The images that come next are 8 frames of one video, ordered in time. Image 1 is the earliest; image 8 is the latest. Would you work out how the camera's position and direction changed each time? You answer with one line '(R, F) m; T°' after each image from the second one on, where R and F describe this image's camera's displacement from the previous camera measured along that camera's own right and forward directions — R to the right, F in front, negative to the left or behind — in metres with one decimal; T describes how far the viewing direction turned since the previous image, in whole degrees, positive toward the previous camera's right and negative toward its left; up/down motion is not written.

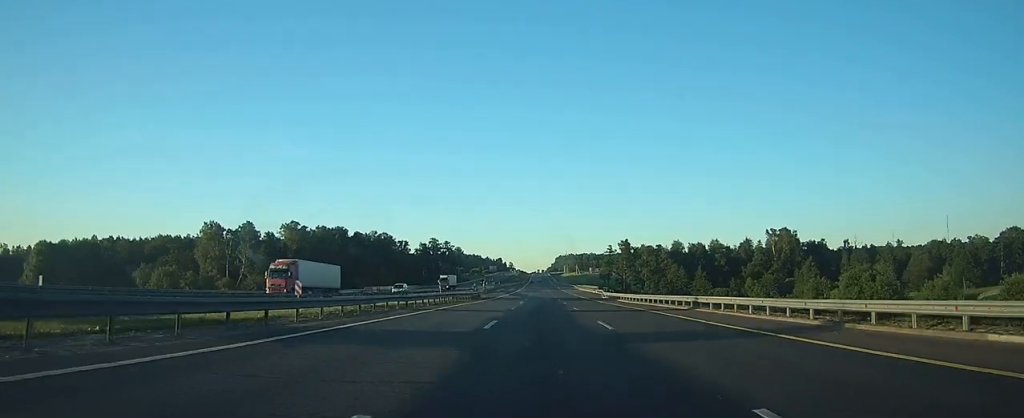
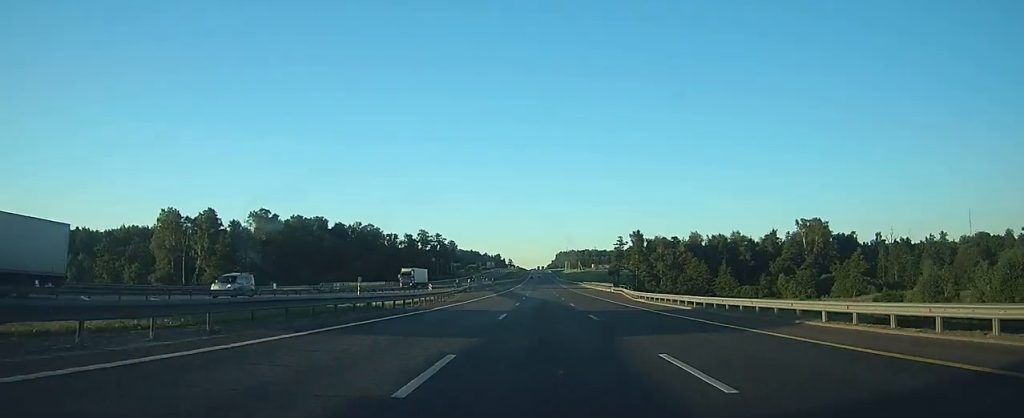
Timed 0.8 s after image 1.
(0.0, +26.9) m; 0°
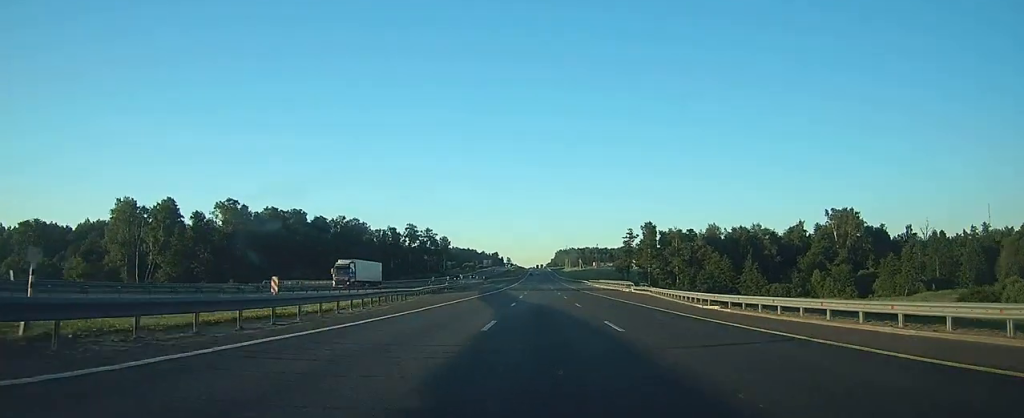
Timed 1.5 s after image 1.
(0.0, +22.5) m; 0°
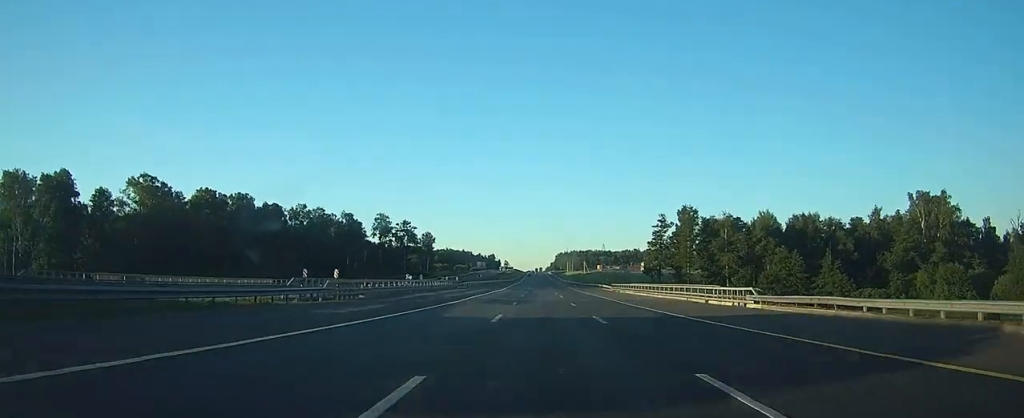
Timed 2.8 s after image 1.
(0.0, +44.0) m; 0°
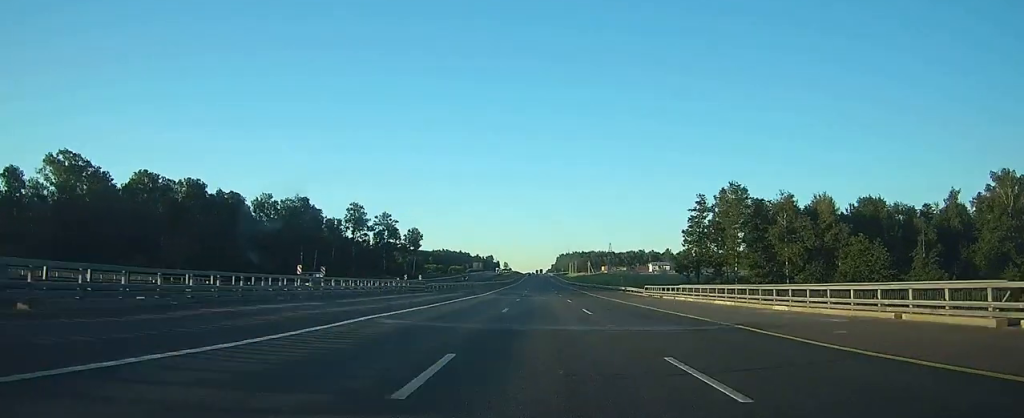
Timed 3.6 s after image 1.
(+0.1, +29.4) m; 0°
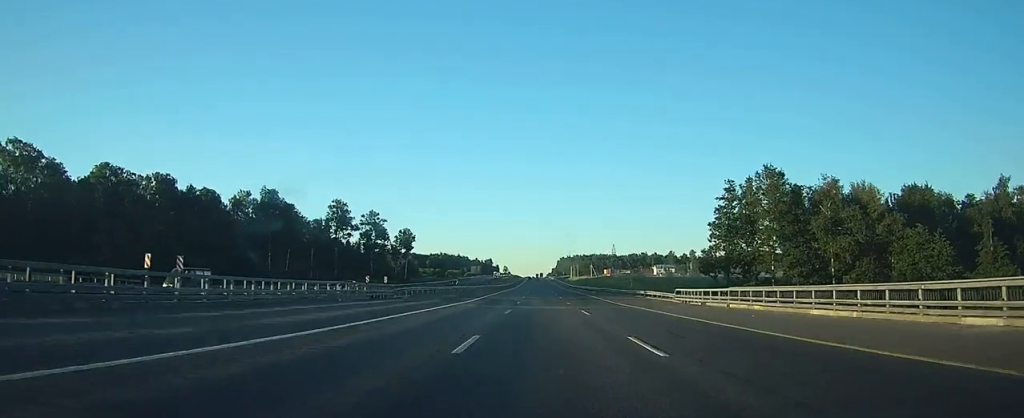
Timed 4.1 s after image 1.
(0.0, +14.7) m; 0°
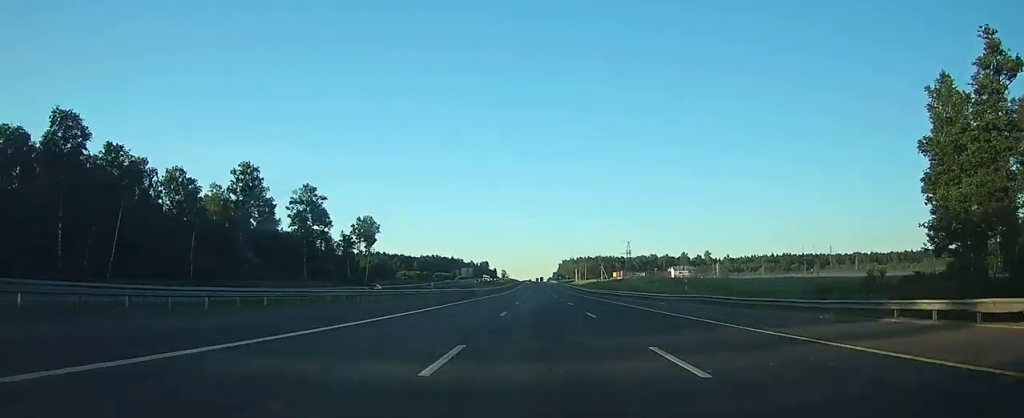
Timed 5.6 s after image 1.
(0.0, +50.9) m; 0°
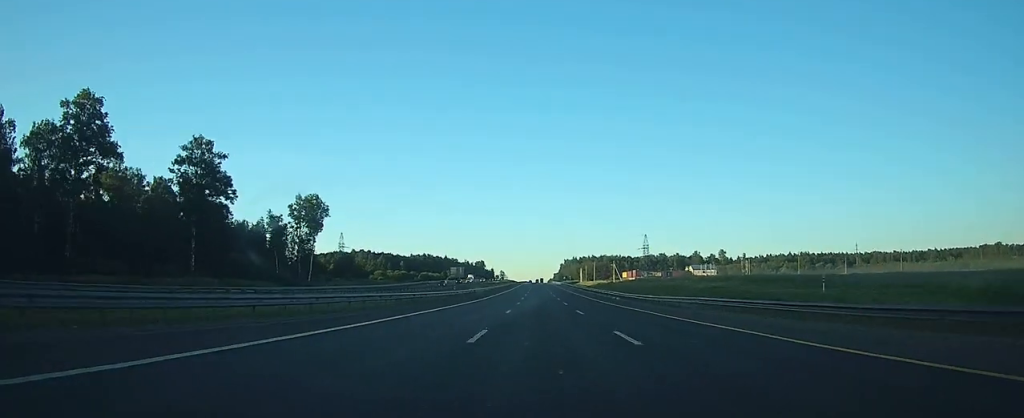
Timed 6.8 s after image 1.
(-0.2, +42.7) m; 0°
